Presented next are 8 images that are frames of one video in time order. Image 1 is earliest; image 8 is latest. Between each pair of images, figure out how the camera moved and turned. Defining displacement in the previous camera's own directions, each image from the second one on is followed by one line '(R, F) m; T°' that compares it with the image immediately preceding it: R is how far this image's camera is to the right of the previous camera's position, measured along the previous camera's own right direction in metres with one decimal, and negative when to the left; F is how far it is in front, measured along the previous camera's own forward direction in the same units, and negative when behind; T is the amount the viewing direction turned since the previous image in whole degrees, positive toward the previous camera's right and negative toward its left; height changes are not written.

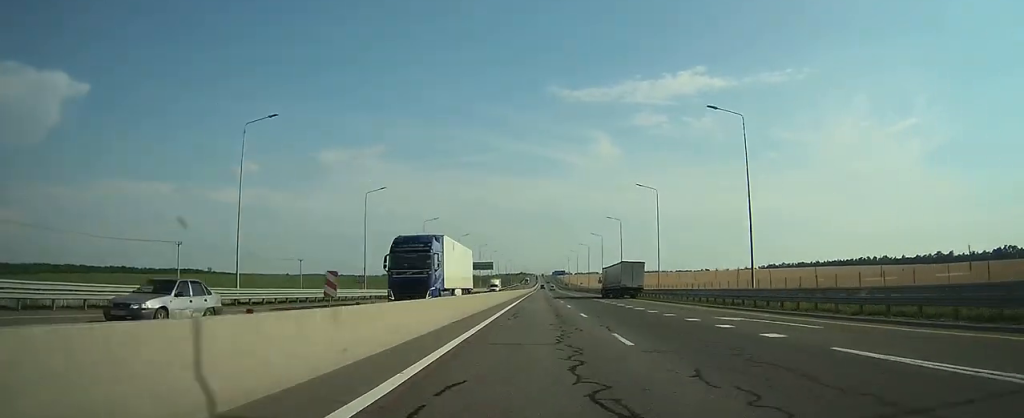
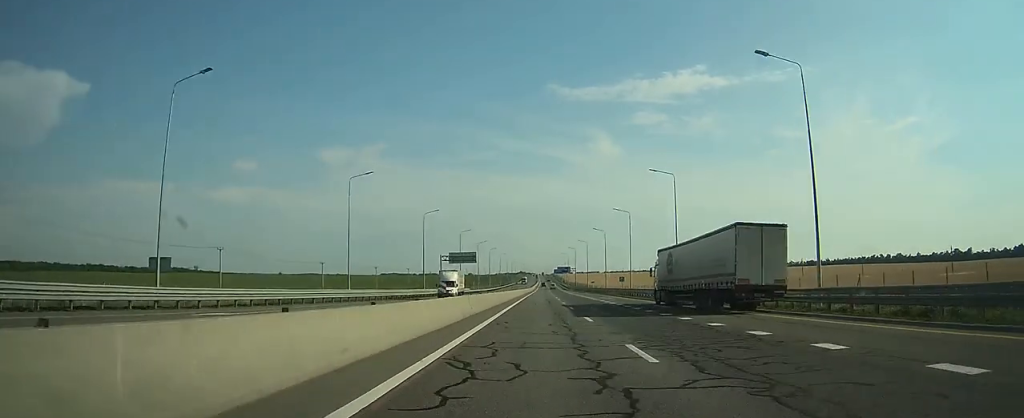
(-0.8, +38.8) m; -2°
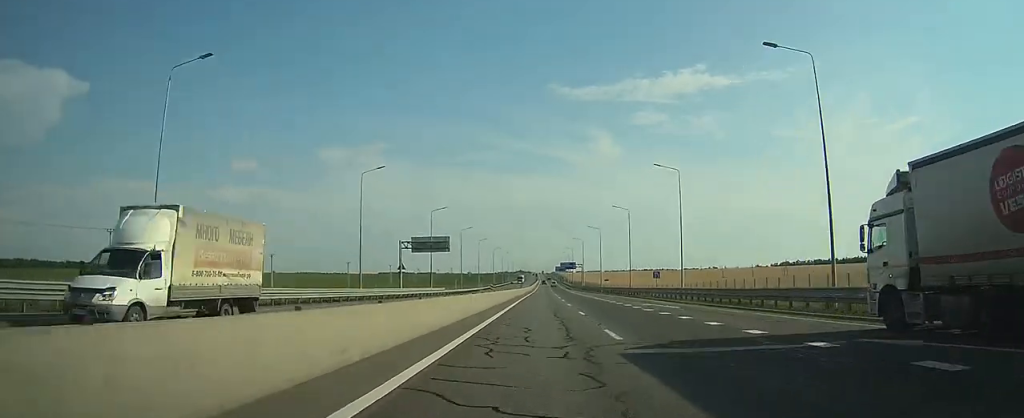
(-0.1, +31.5) m; 0°
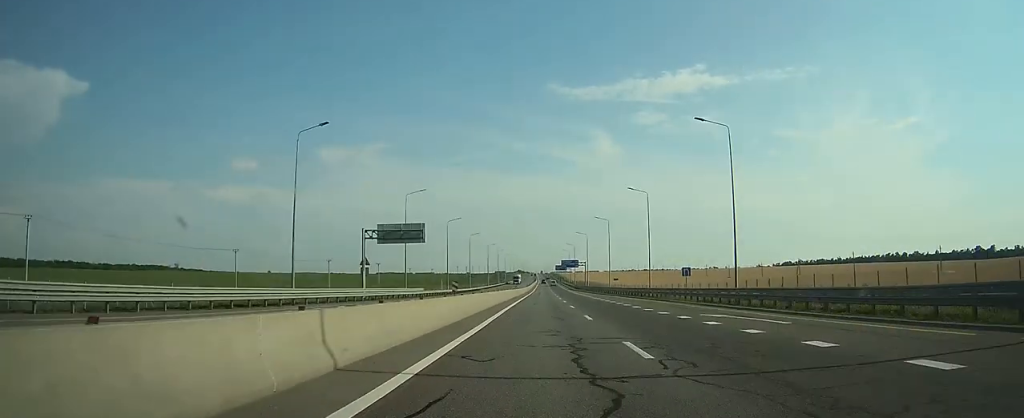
(+0.1, +15.9) m; 0°
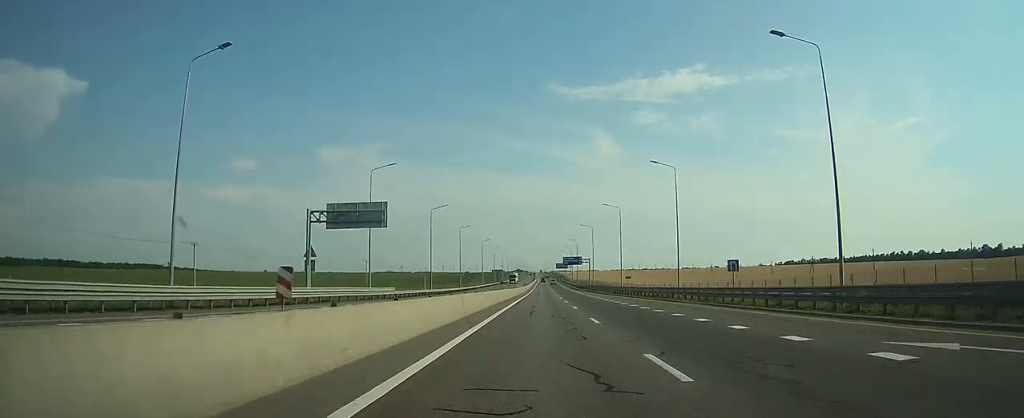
(0.0, +14.8) m; 0°
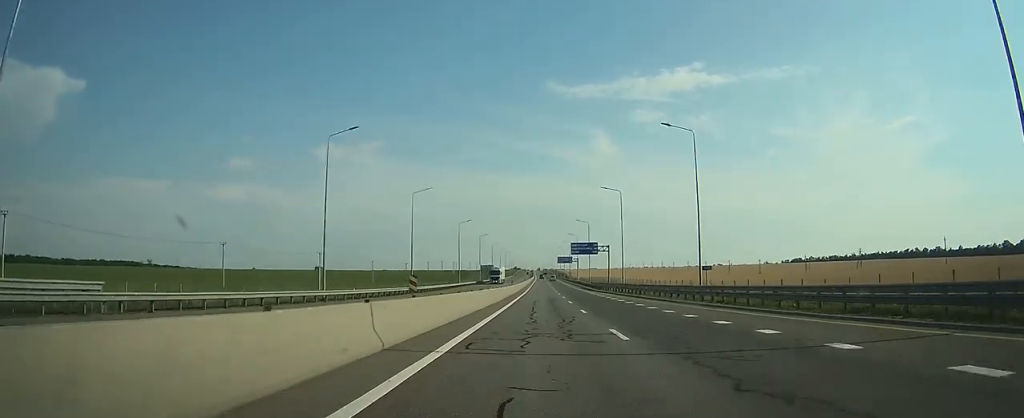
(+0.2, +42.3) m; +1°
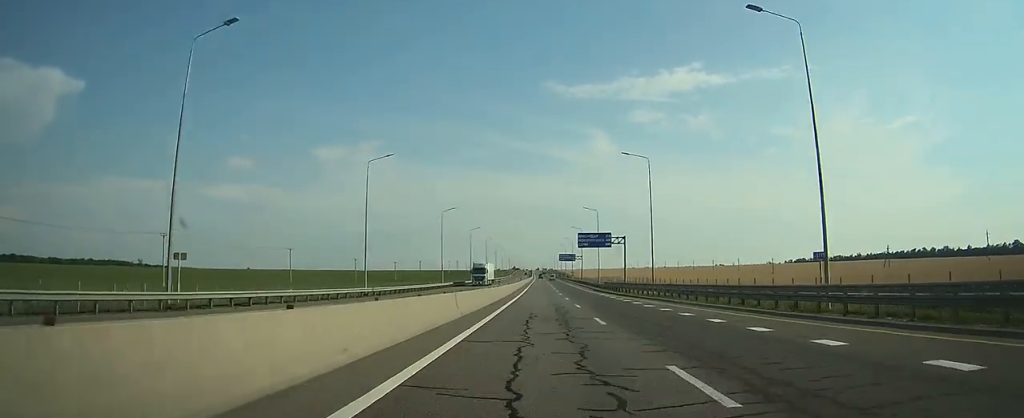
(0.0, +19.5) m; 0°
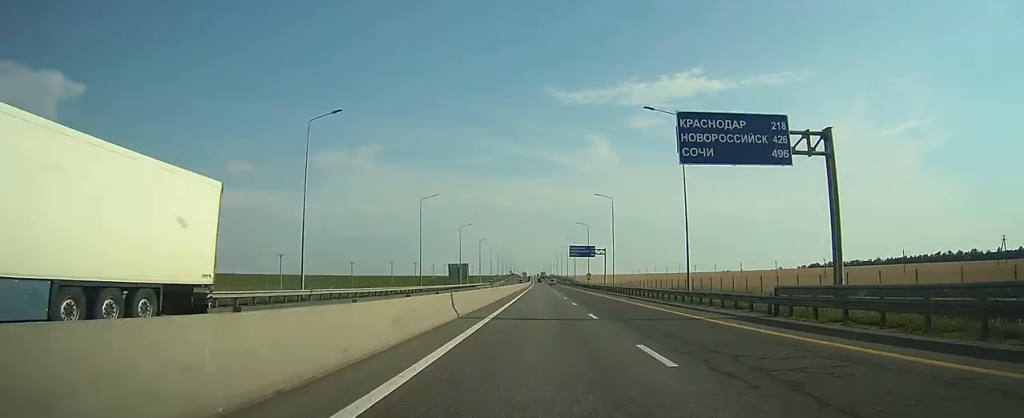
(+0.3, +58.1) m; +1°
